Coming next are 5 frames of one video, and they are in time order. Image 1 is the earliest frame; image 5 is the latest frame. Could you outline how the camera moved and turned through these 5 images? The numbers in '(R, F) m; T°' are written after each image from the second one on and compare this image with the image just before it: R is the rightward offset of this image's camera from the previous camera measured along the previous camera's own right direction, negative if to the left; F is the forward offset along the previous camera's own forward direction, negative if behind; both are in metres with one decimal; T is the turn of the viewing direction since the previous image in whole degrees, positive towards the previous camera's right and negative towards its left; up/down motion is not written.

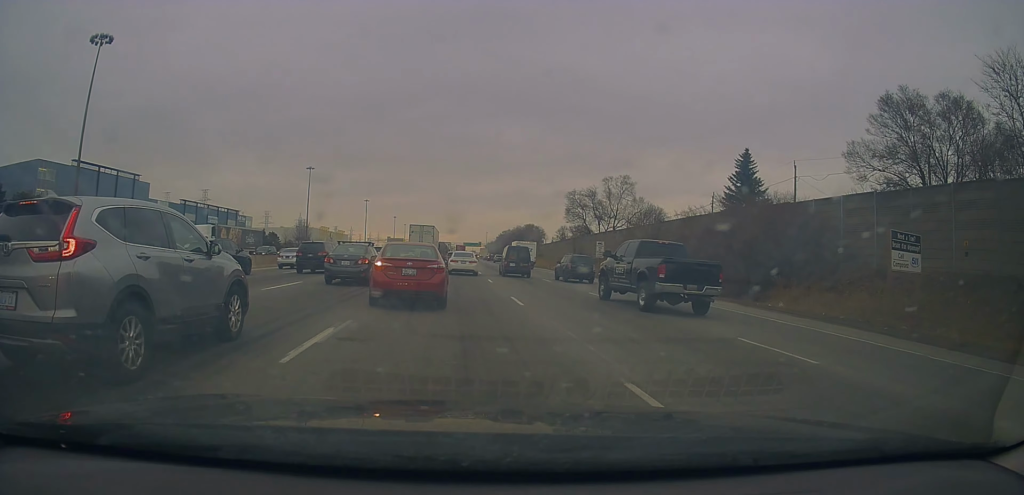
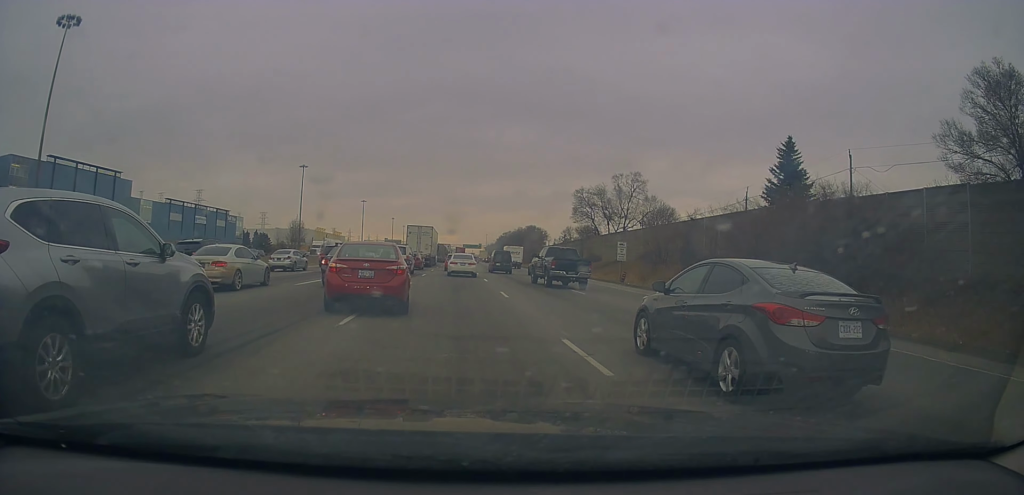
(-0.7, +7.9) m; 0°
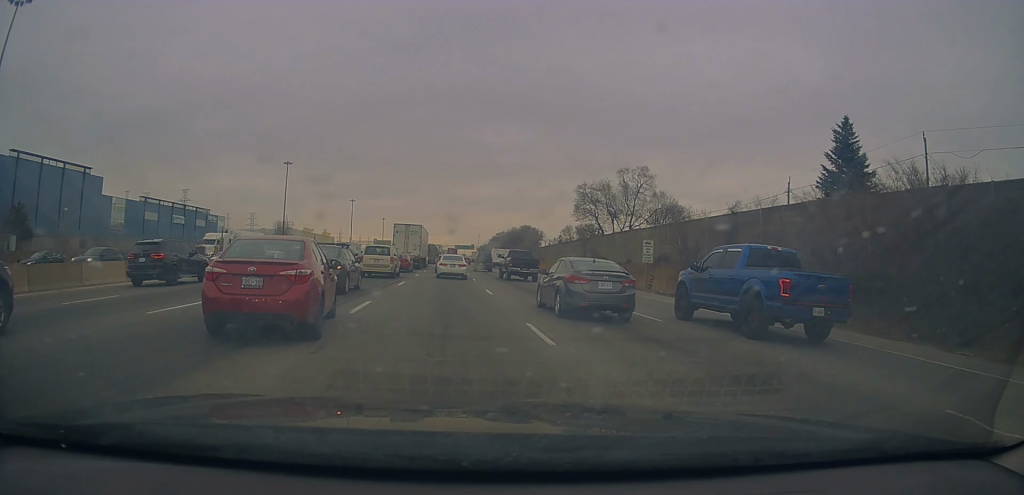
(+0.6, +9.1) m; 0°
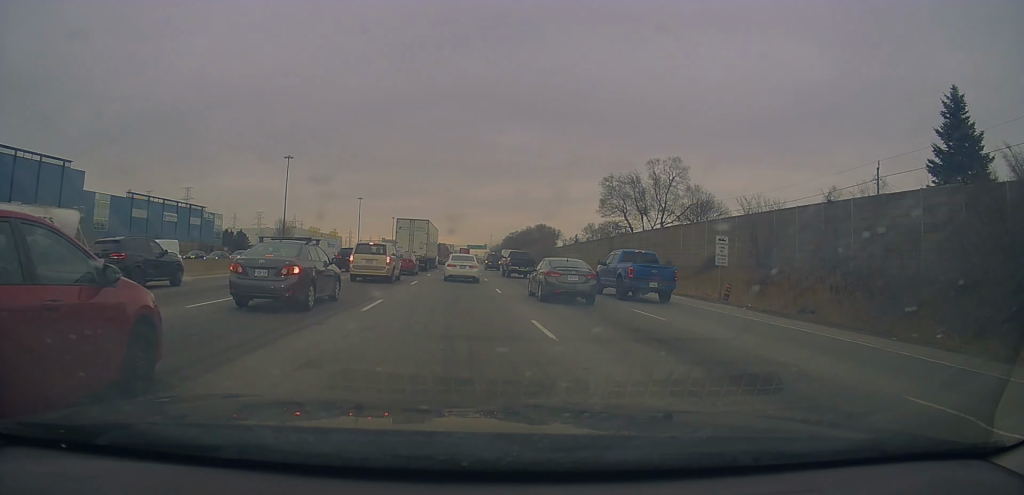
(-0.5, +9.8) m; -4°
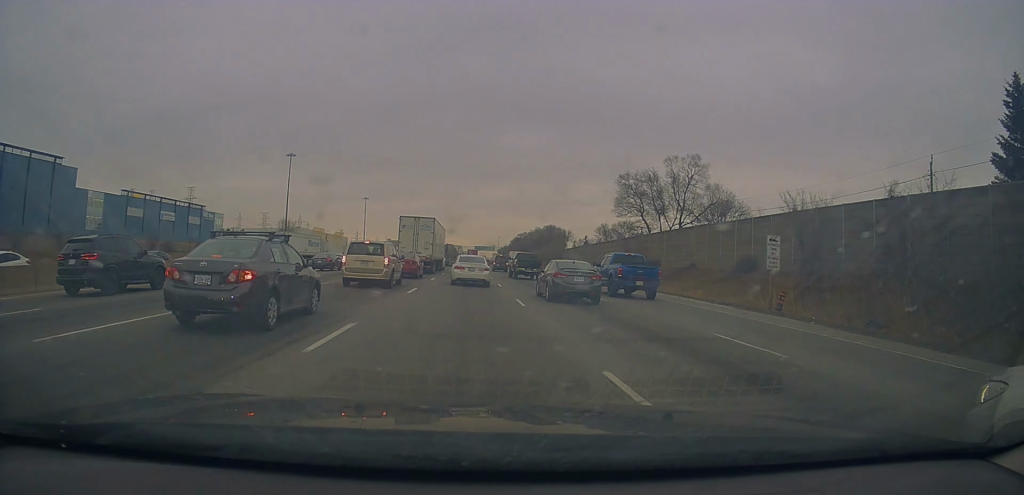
(0.0, +4.3) m; +1°
